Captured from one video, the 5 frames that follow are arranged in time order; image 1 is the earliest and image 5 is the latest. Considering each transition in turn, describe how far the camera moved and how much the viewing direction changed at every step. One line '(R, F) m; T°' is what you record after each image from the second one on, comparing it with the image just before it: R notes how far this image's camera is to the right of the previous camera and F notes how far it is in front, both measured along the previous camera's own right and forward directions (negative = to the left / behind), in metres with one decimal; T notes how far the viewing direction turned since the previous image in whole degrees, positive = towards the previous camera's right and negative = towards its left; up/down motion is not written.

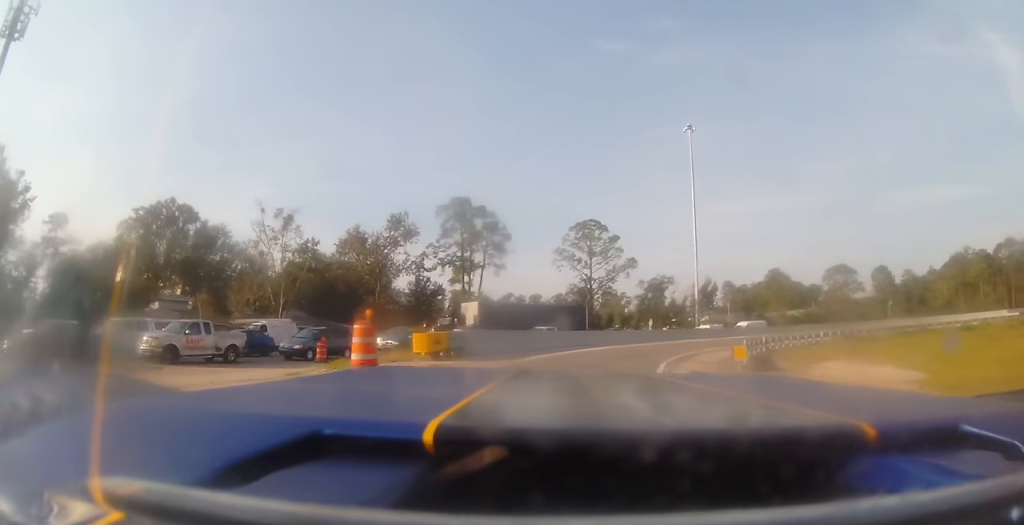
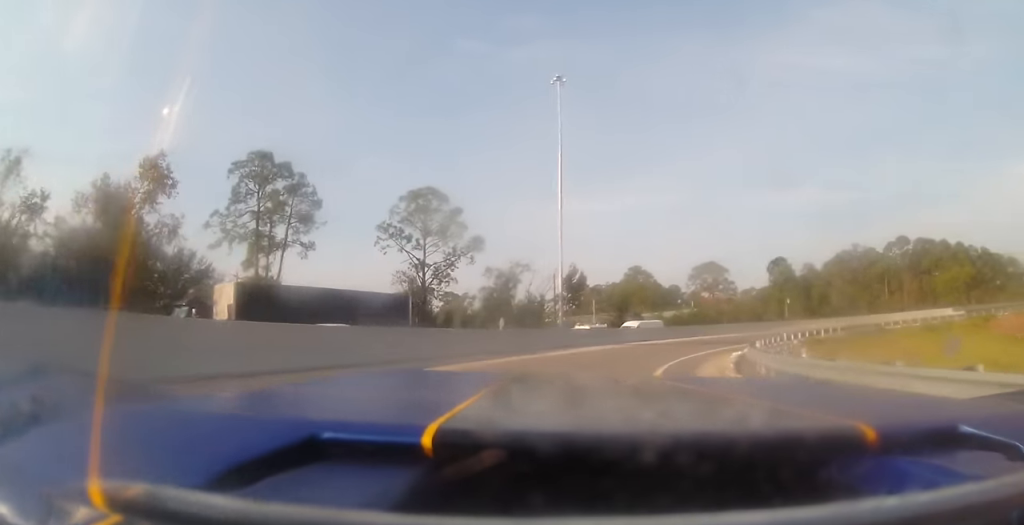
(+1.9, +21.6) m; +14°
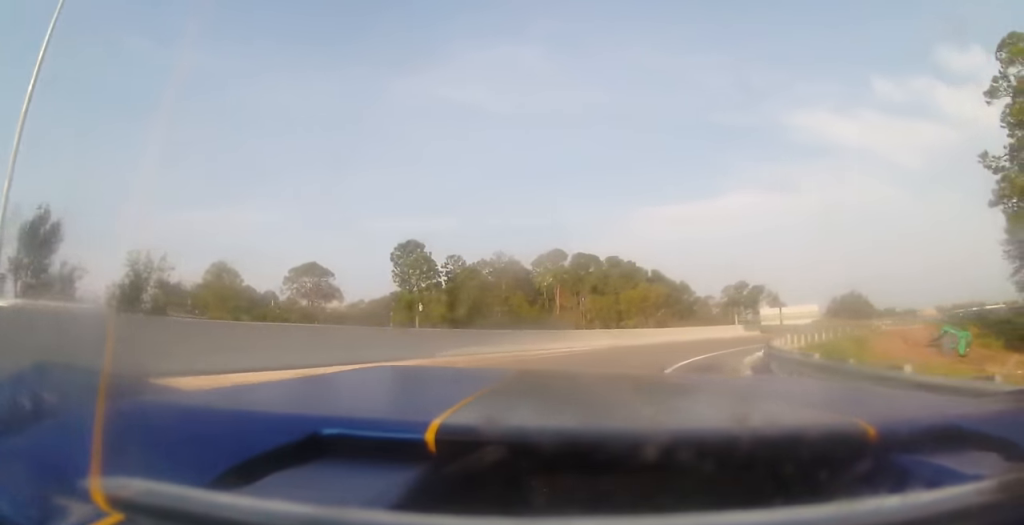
(+13.2, +38.8) m; +38°
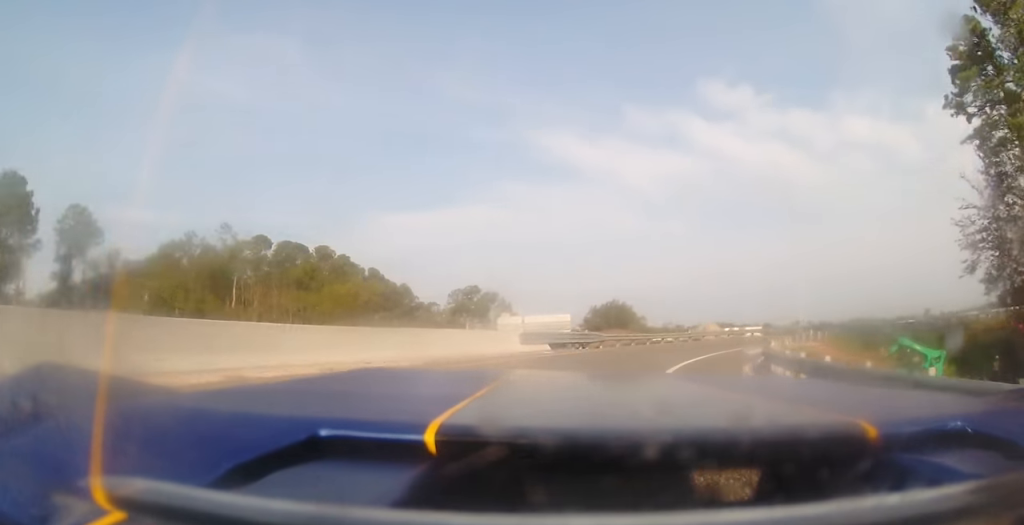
(+5.4, +25.7) m; +24°
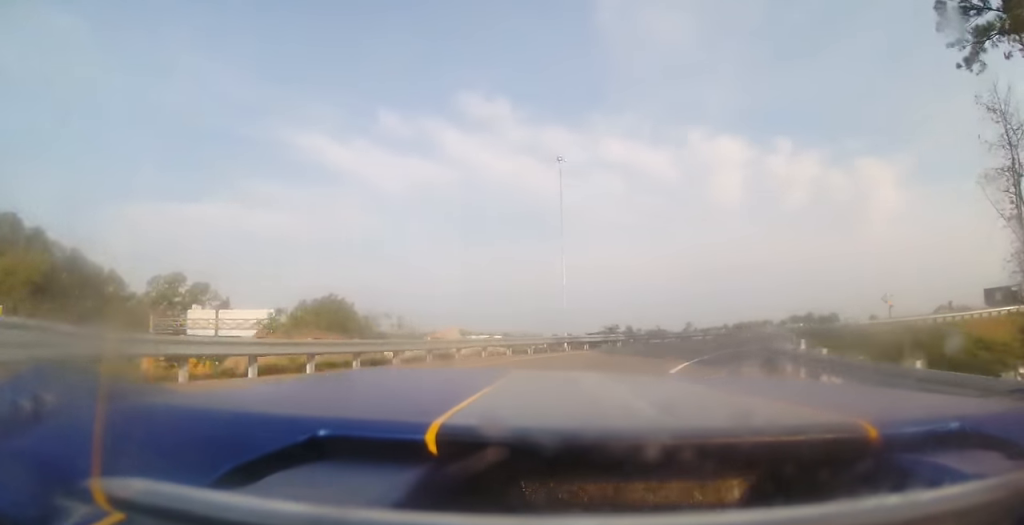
(+5.3, +24.1) m; +34°
